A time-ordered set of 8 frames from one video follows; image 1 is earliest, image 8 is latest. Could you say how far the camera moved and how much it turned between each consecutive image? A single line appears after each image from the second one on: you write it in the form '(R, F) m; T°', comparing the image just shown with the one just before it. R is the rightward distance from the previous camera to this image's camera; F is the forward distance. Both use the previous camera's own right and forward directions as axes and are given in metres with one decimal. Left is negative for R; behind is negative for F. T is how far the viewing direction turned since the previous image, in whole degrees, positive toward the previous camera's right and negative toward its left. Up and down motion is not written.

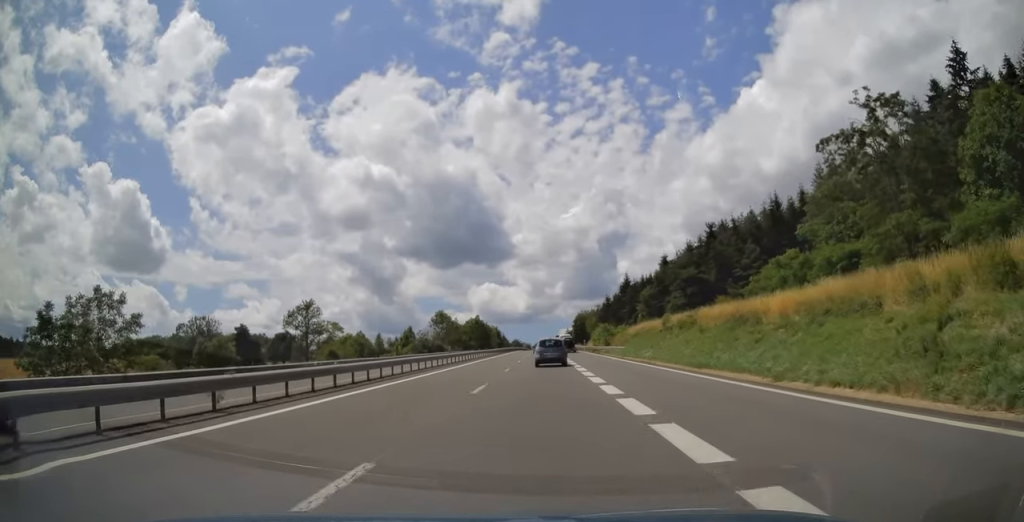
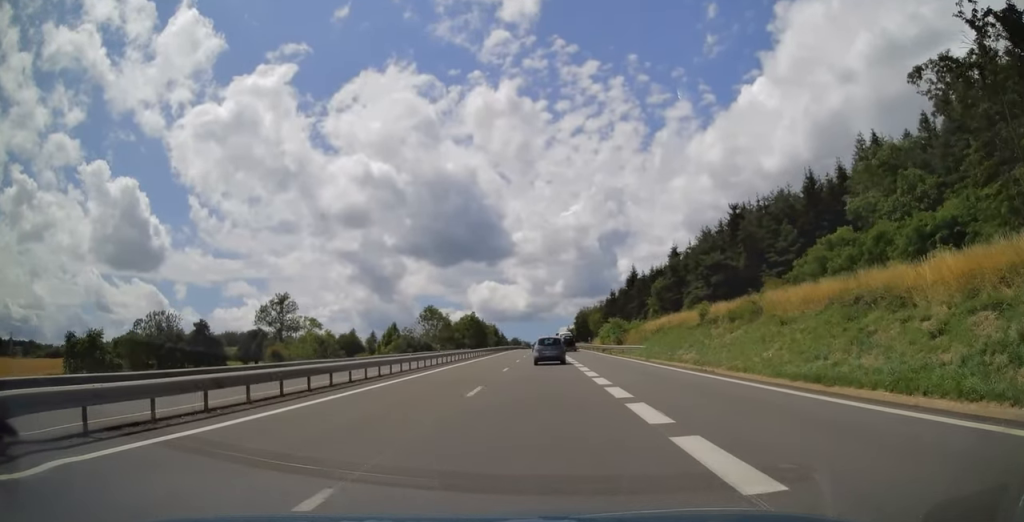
(+0.1, +14.5) m; 0°
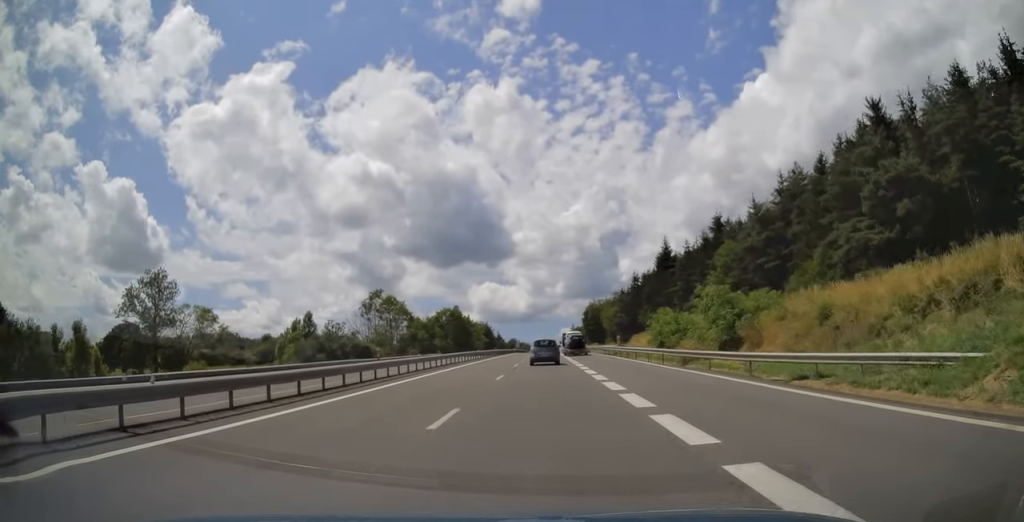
(-0.5, +45.4) m; -1°
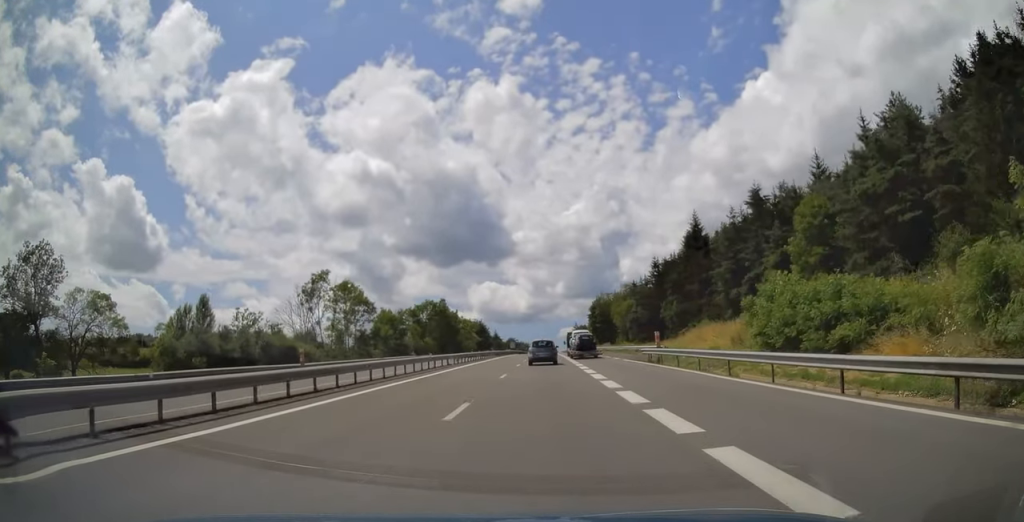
(+0.2, +24.9) m; 0°
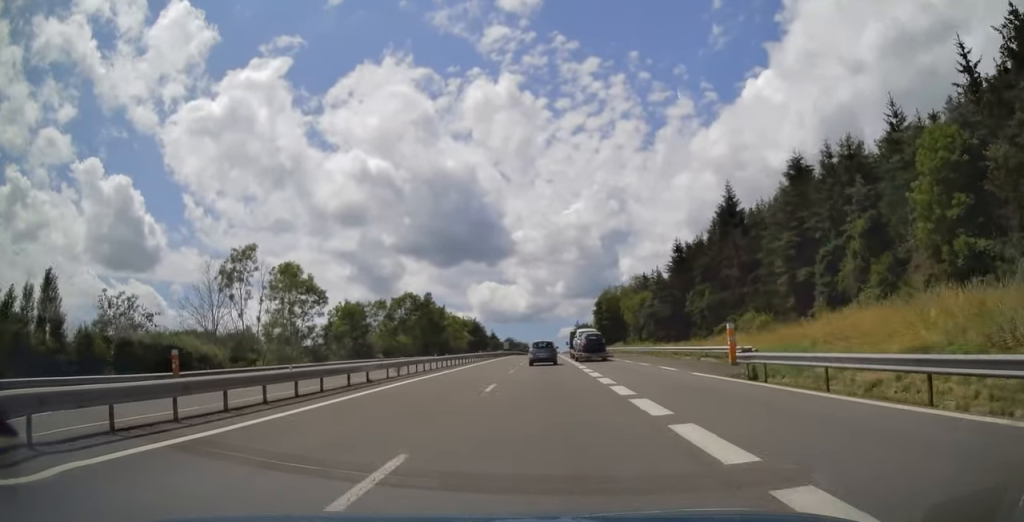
(0.0, +19.5) m; 0°
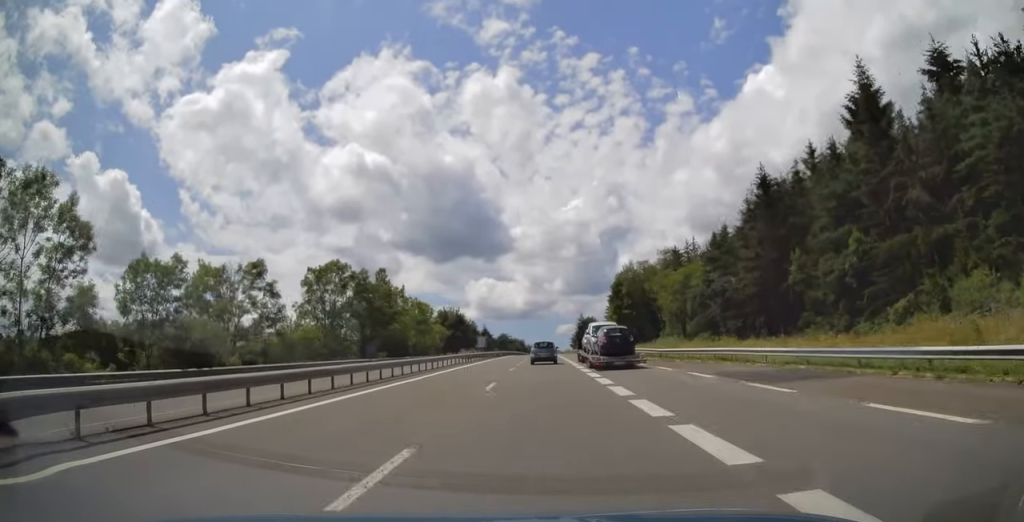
(-0.1, +38.8) m; 0°
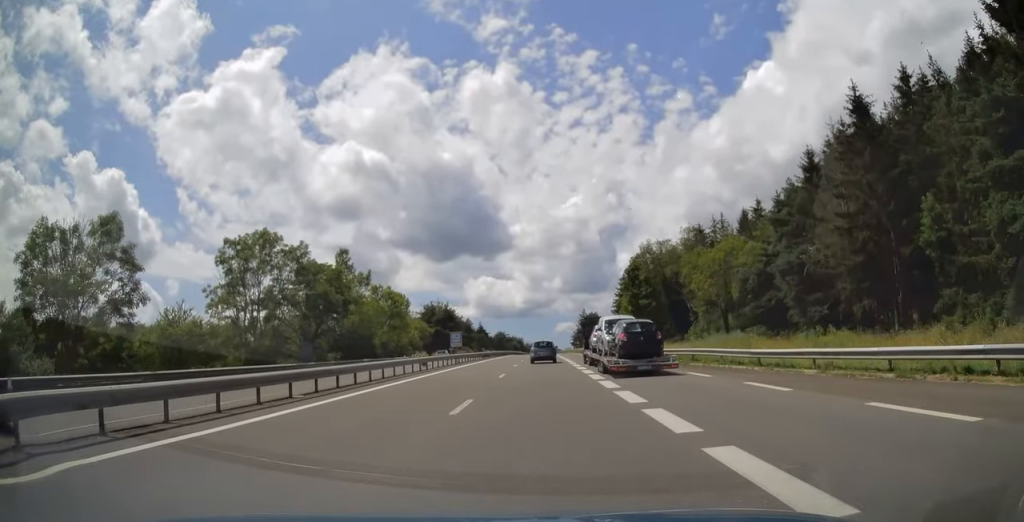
(0.0, +19.3) m; 0°
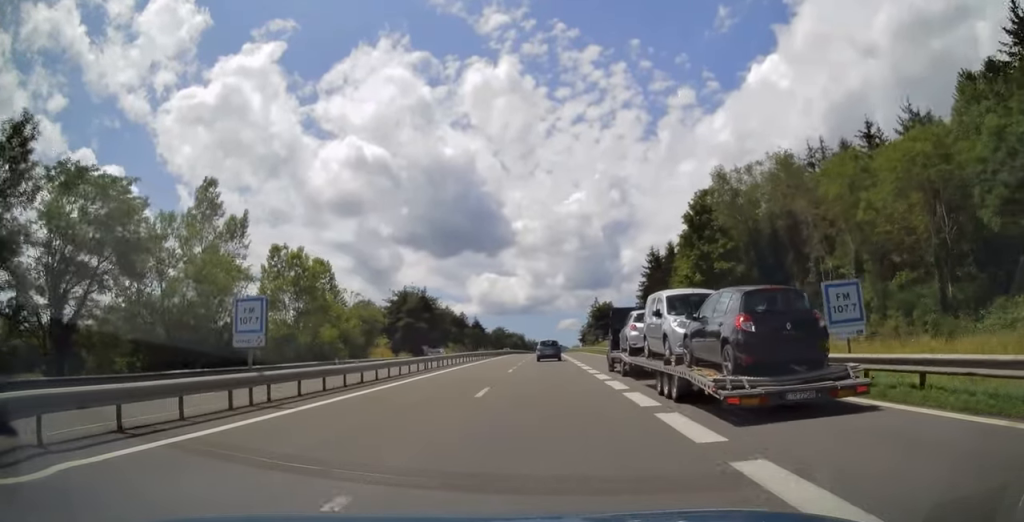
(-0.1, +35.6) m; 0°
